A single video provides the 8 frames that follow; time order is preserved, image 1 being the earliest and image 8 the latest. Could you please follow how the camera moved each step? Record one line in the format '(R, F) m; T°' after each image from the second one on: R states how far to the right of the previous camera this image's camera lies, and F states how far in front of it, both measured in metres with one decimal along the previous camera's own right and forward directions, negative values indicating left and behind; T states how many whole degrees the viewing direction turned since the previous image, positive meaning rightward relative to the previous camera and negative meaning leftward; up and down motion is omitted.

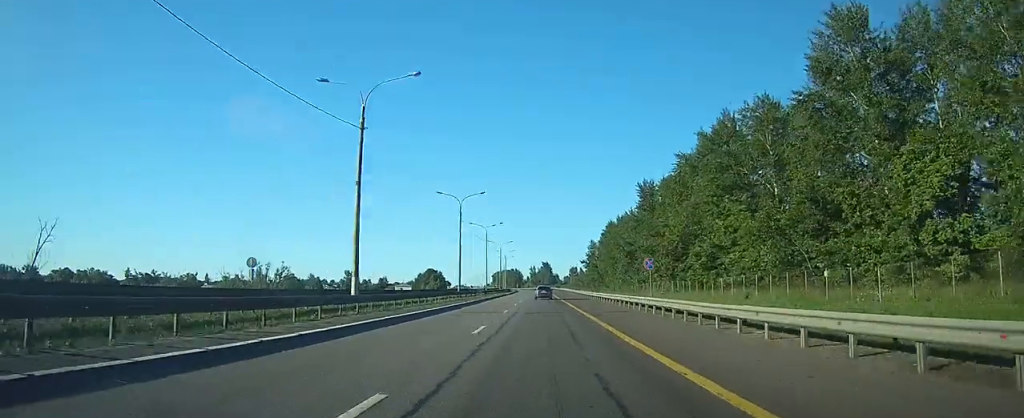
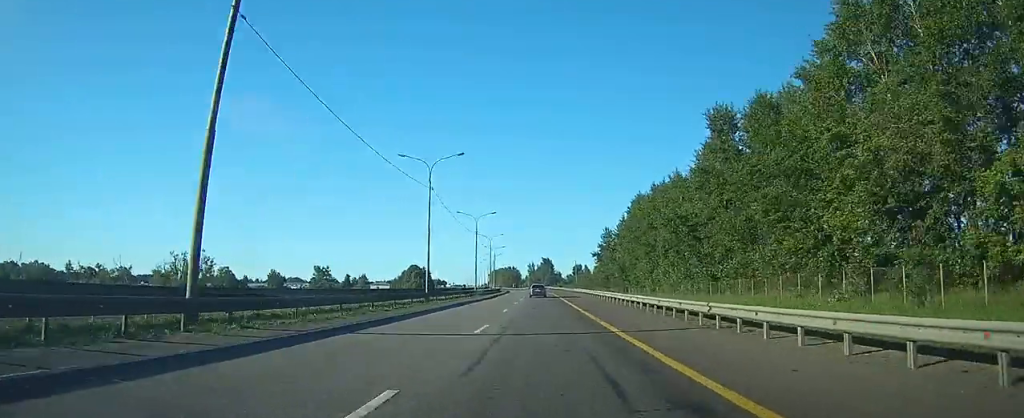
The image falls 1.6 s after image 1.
(-0.1, +47.3) m; 0°
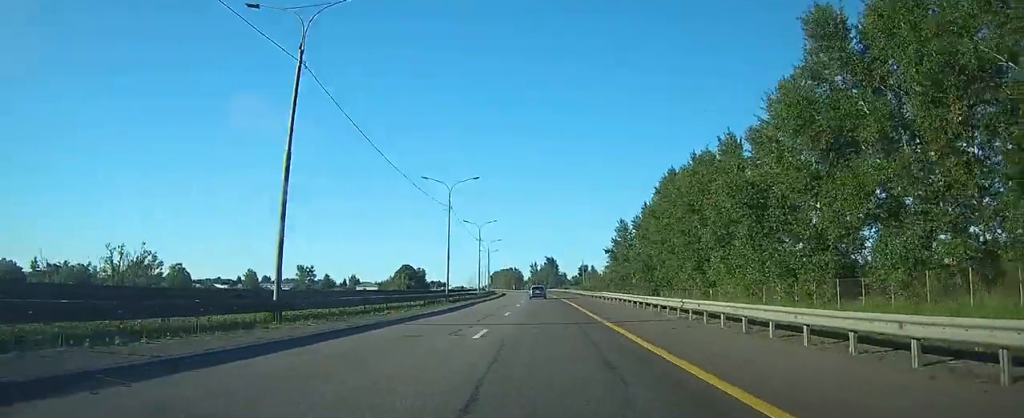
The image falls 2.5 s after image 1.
(-0.1, +25.8) m; 0°
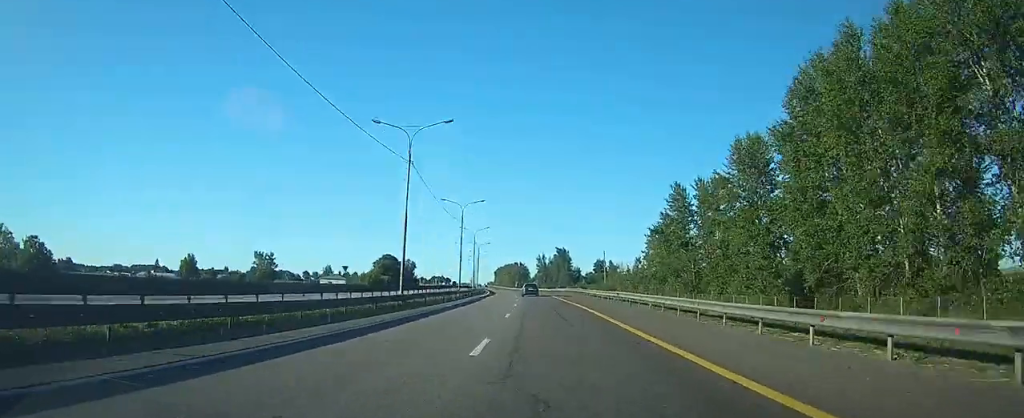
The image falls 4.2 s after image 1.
(-0.4, +51.8) m; -1°
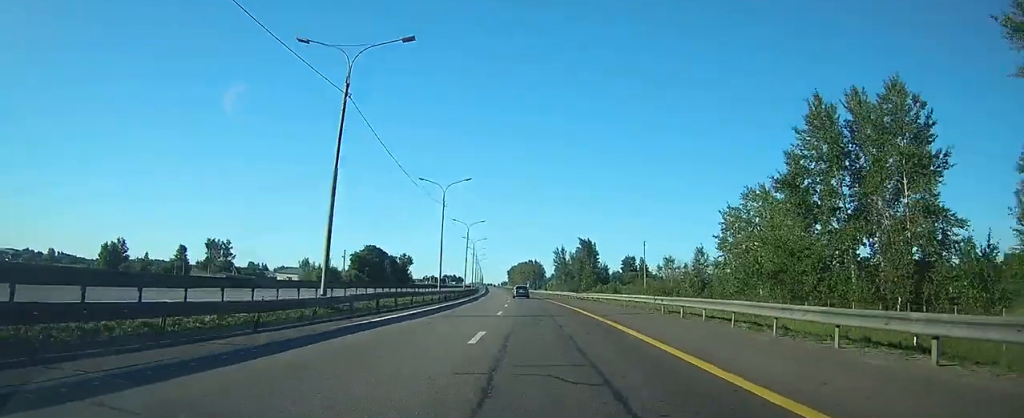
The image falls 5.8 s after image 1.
(-0.4, +46.7) m; -1°
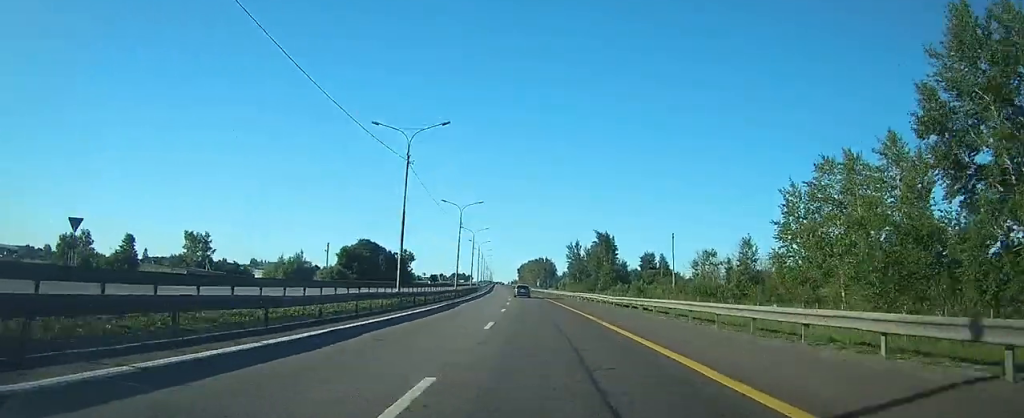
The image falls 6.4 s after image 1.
(-0.1, +19.7) m; -1°
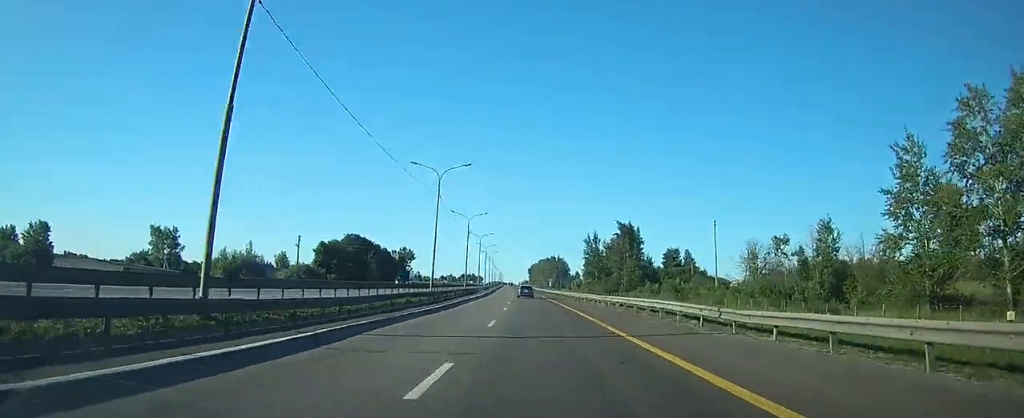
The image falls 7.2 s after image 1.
(-0.2, +22.6) m; -1°
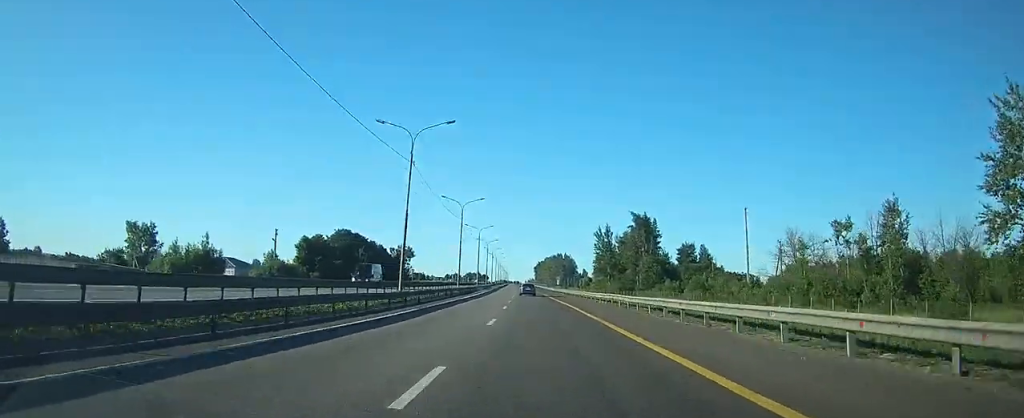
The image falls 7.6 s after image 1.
(0.0, +12.7) m; -1°
